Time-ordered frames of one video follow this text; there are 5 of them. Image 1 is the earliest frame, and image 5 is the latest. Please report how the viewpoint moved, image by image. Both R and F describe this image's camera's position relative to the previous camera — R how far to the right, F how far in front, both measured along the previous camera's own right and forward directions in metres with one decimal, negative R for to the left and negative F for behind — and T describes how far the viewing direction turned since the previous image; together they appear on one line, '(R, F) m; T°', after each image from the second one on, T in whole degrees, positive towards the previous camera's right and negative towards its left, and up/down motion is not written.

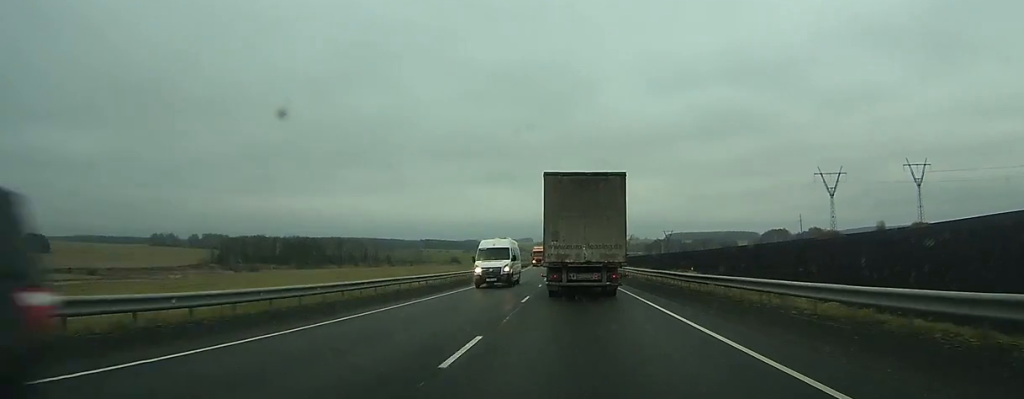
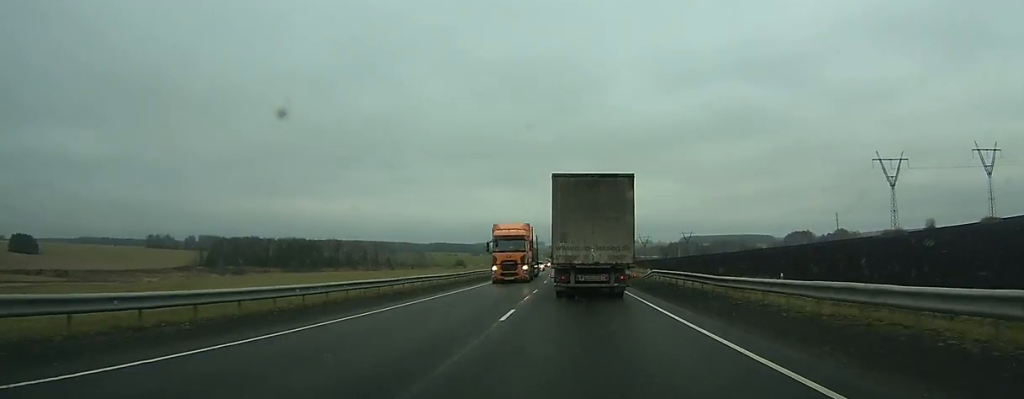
(-0.3, +42.3) m; -1°
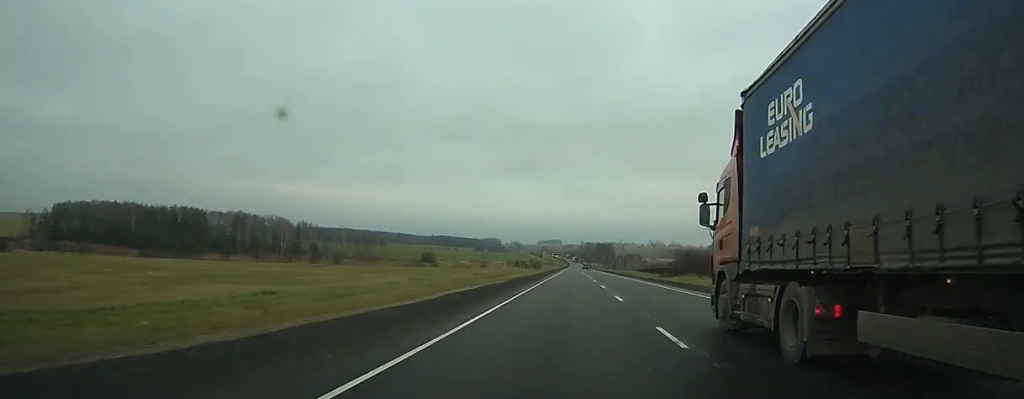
(-7.3, +231.1) m; -2°
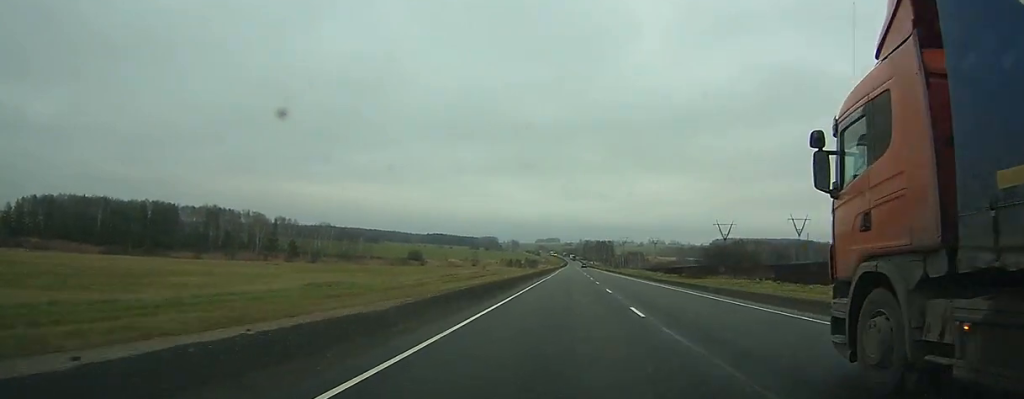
(+0.1, +30.1) m; 0°
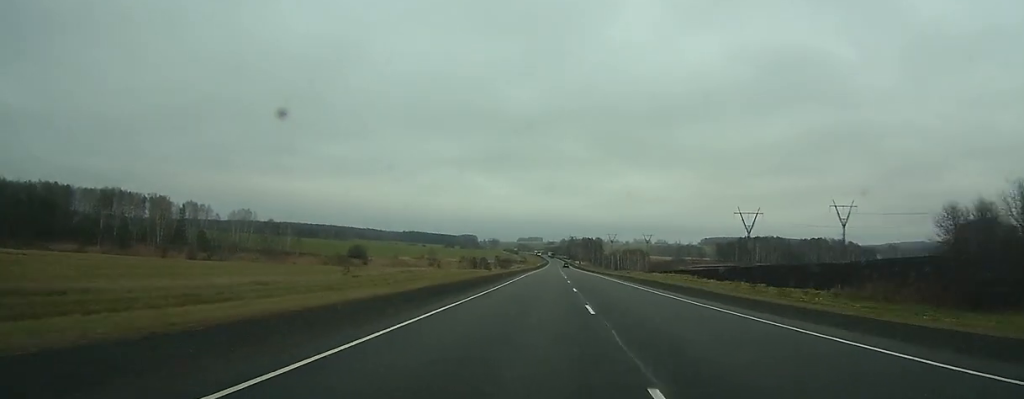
(+0.8, +81.6) m; +1°
